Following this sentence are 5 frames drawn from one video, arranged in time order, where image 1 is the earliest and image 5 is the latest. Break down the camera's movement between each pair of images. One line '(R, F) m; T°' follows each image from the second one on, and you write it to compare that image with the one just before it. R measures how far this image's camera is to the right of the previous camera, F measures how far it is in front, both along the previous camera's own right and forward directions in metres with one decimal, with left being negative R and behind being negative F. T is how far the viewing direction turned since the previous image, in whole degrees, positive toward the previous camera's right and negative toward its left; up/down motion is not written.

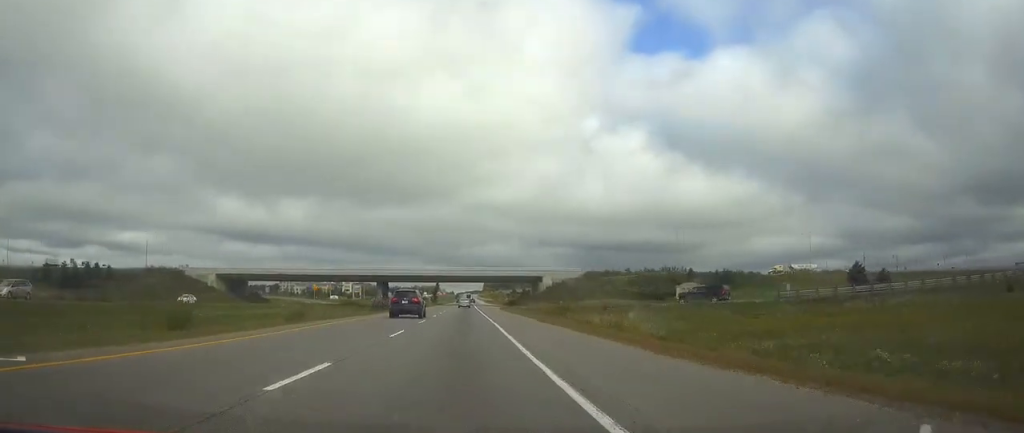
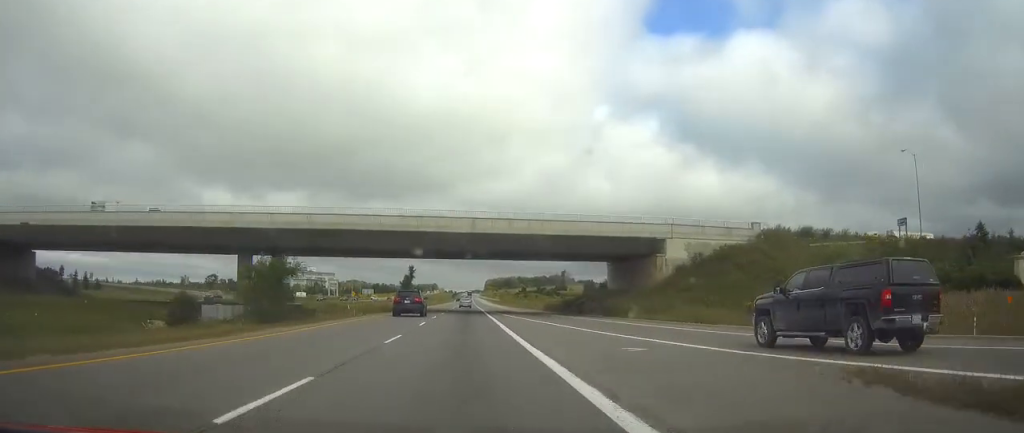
(0.0, +99.7) m; 0°
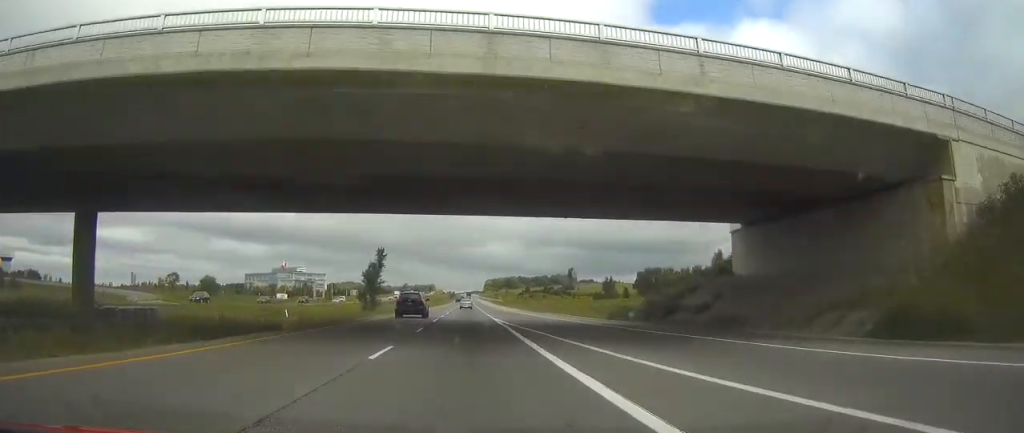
(0.0, +40.6) m; 0°
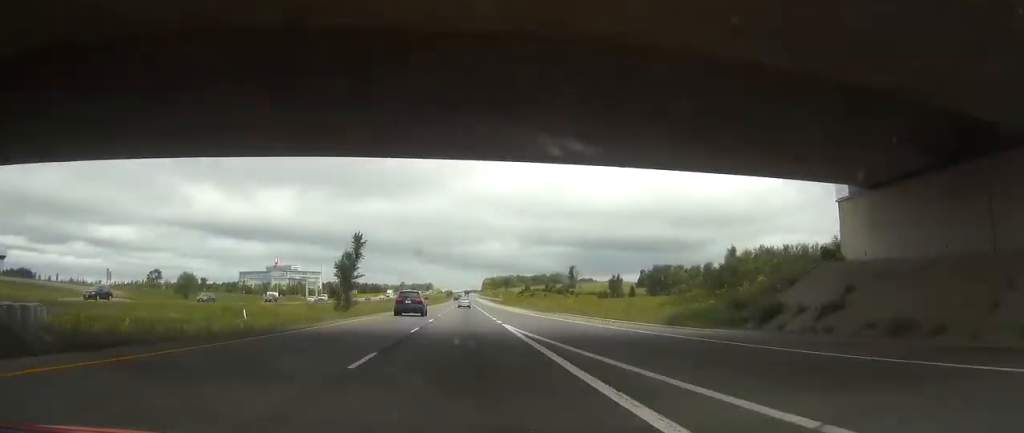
(+0.1, +14.2) m; 0°
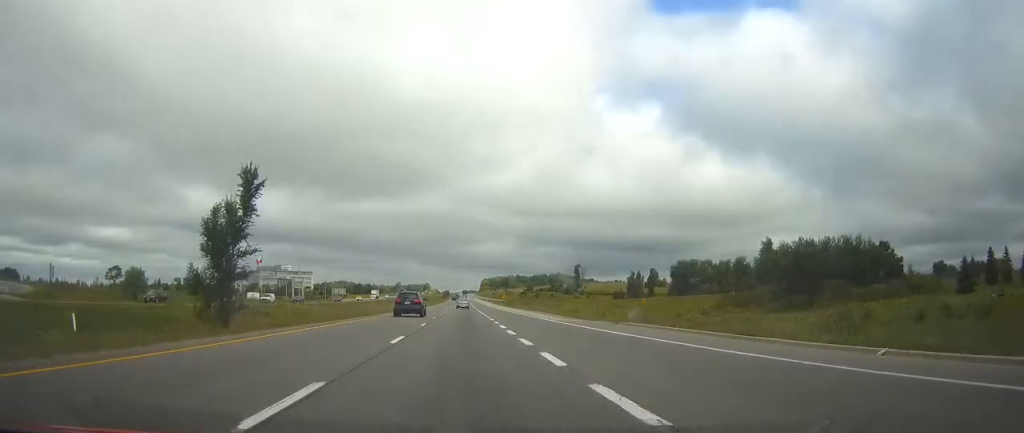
(0.0, +29.7) m; 0°
